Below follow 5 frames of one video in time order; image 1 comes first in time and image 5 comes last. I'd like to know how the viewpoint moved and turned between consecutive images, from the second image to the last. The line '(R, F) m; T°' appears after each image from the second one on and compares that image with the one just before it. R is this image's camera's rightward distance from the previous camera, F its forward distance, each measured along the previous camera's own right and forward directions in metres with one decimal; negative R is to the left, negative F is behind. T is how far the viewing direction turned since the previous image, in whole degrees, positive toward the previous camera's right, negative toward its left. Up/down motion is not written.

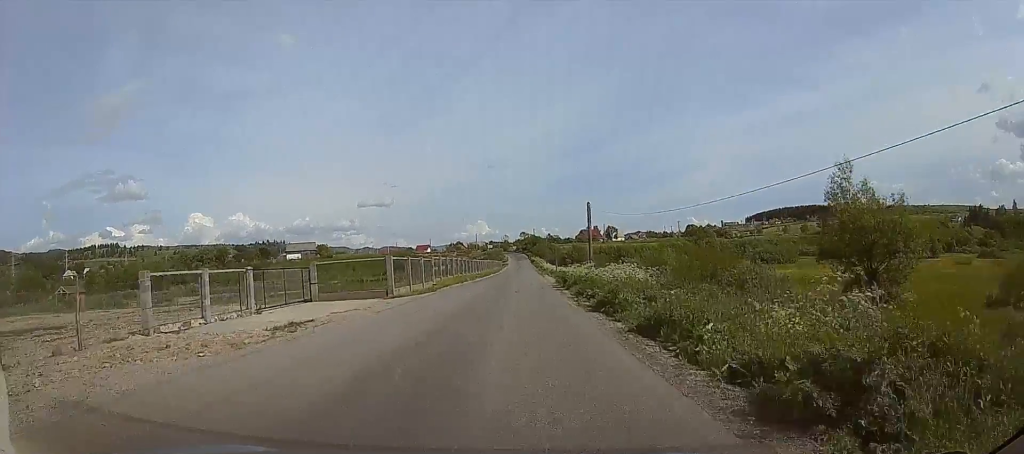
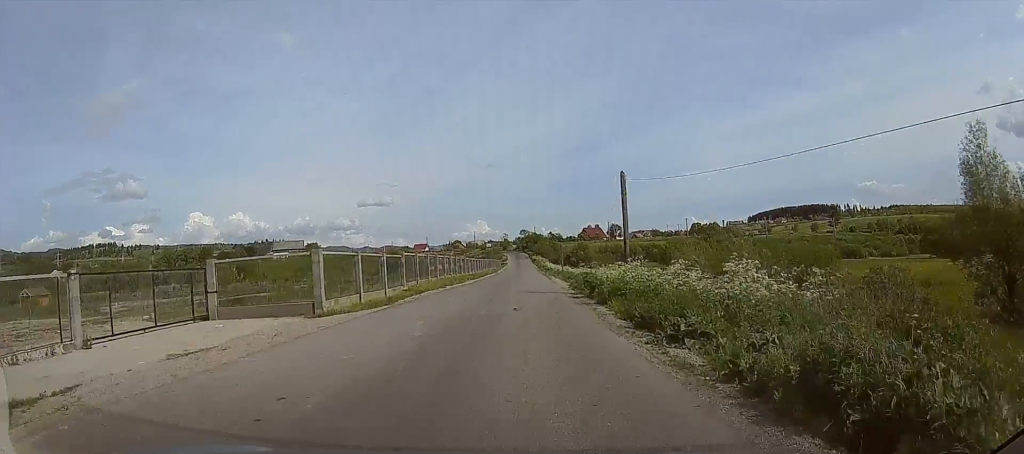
(-0.1, +12.9) m; -1°
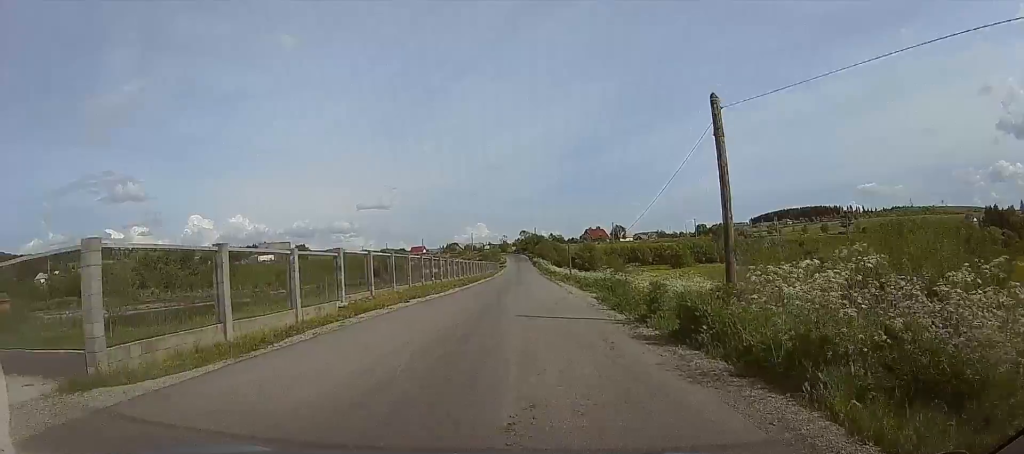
(-0.2, +12.6) m; -1°
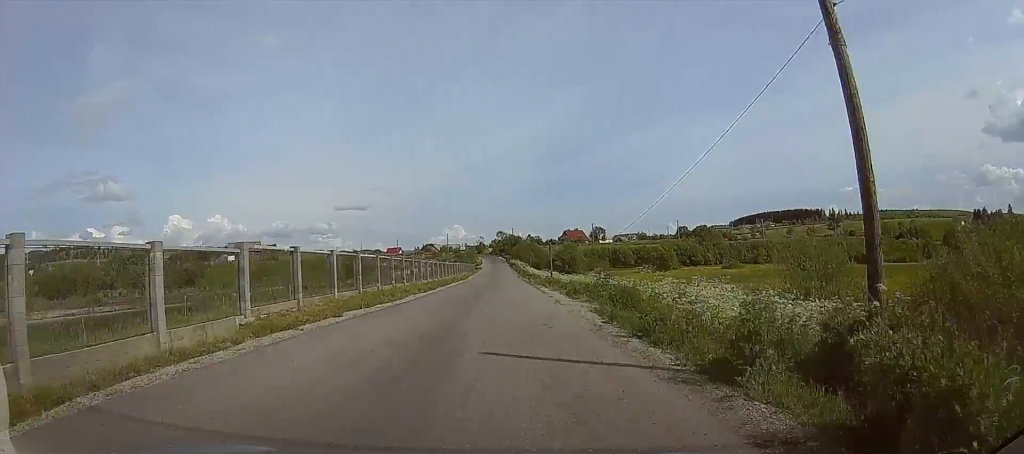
(0.0, +6.9) m; +1°
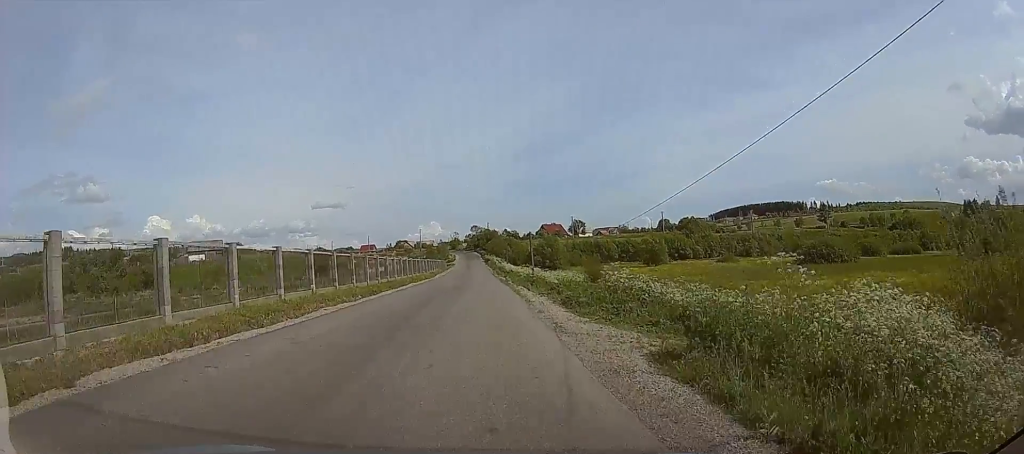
(+0.4, +12.4) m; +5°
